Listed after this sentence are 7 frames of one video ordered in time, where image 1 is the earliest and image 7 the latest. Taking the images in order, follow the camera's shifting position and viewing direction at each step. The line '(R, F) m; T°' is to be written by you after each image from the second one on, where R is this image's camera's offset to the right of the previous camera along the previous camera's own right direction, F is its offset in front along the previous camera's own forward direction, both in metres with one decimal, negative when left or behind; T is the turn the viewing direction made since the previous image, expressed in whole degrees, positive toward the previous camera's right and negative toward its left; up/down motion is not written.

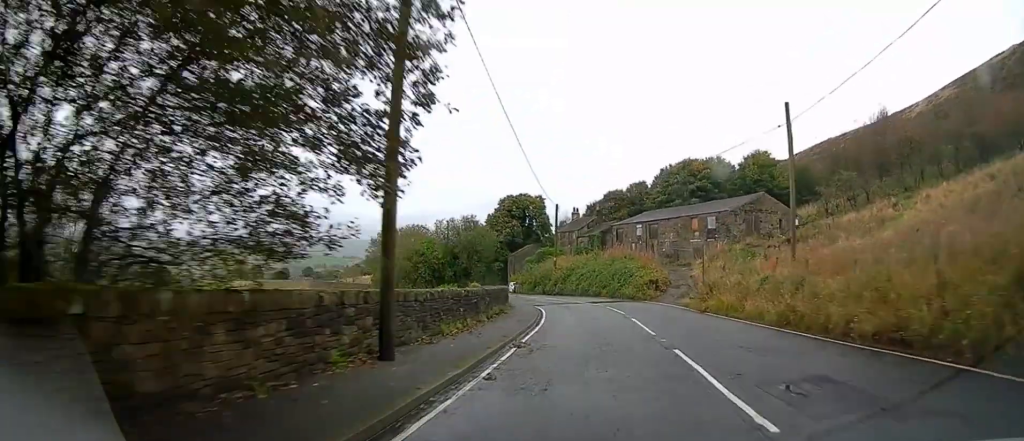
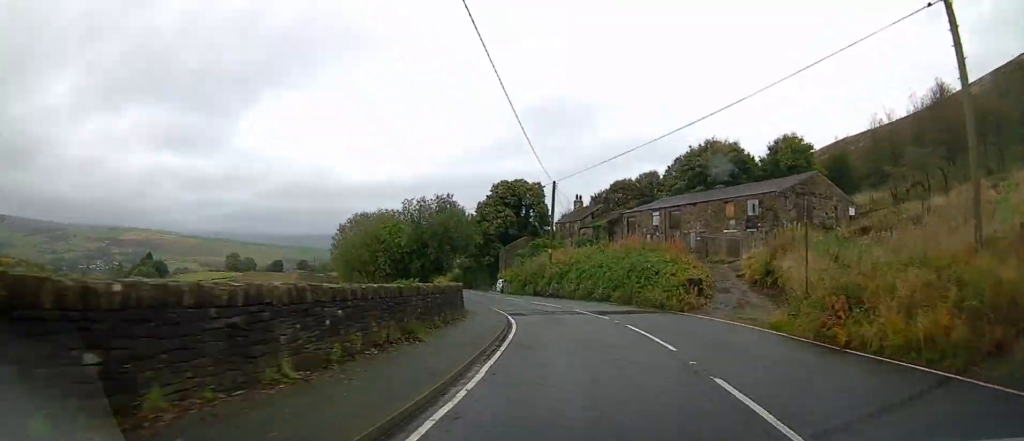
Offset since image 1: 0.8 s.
(-0.1, +12.0) m; -1°
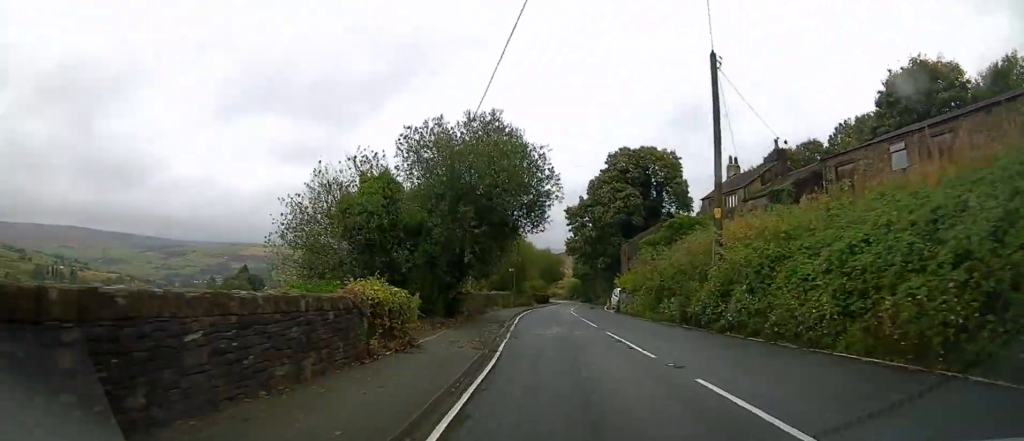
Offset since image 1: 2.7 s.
(-1.2, +25.5) m; -8°
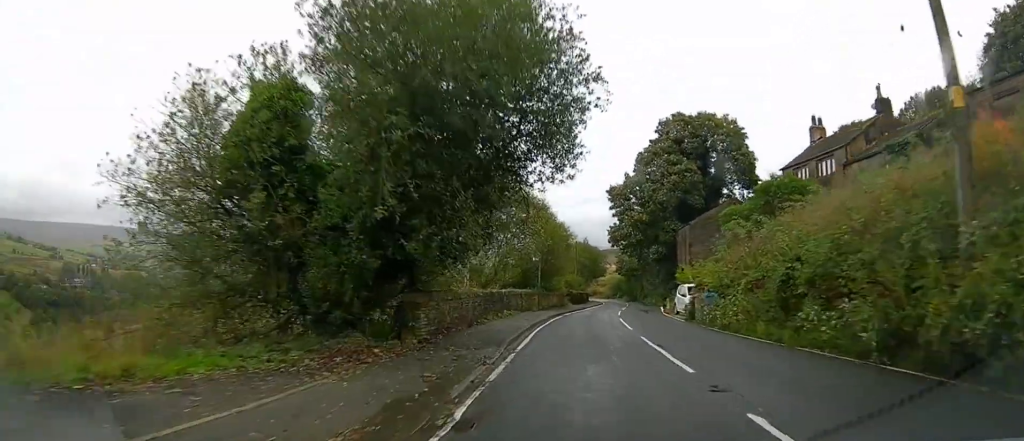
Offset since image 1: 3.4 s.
(-0.4, +11.1) m; -5°
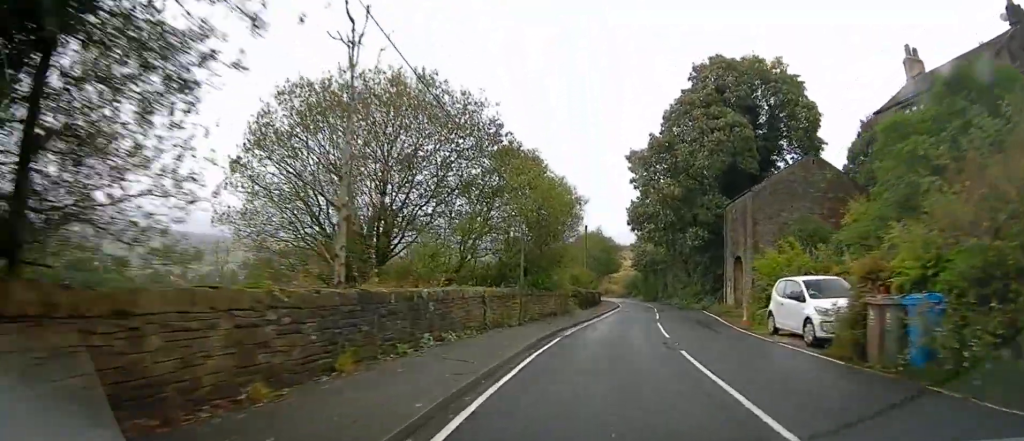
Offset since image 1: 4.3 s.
(-0.6, +12.2) m; -3°
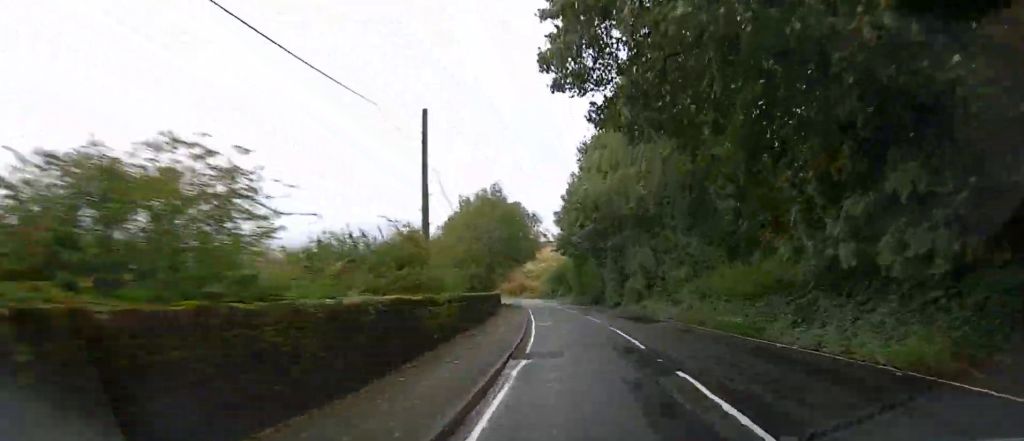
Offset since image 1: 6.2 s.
(+0.7, +29.3) m; +4°
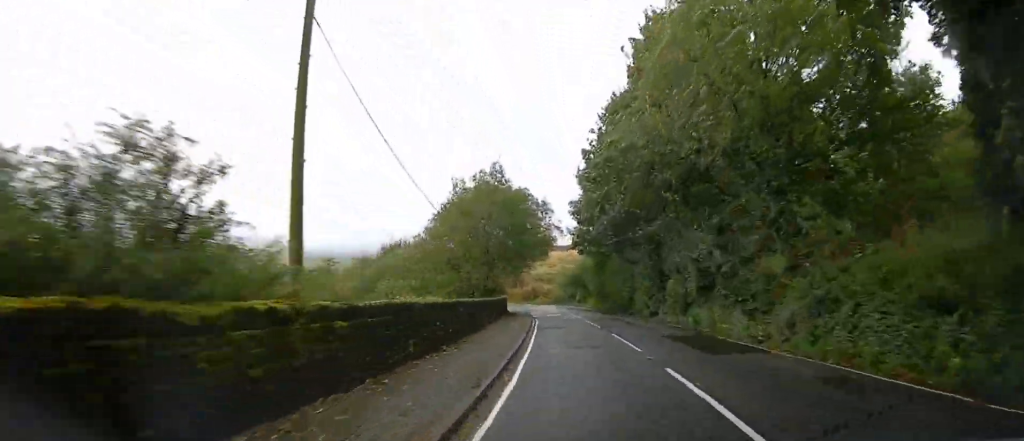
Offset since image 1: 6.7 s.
(+0.2, +8.1) m; 0°
